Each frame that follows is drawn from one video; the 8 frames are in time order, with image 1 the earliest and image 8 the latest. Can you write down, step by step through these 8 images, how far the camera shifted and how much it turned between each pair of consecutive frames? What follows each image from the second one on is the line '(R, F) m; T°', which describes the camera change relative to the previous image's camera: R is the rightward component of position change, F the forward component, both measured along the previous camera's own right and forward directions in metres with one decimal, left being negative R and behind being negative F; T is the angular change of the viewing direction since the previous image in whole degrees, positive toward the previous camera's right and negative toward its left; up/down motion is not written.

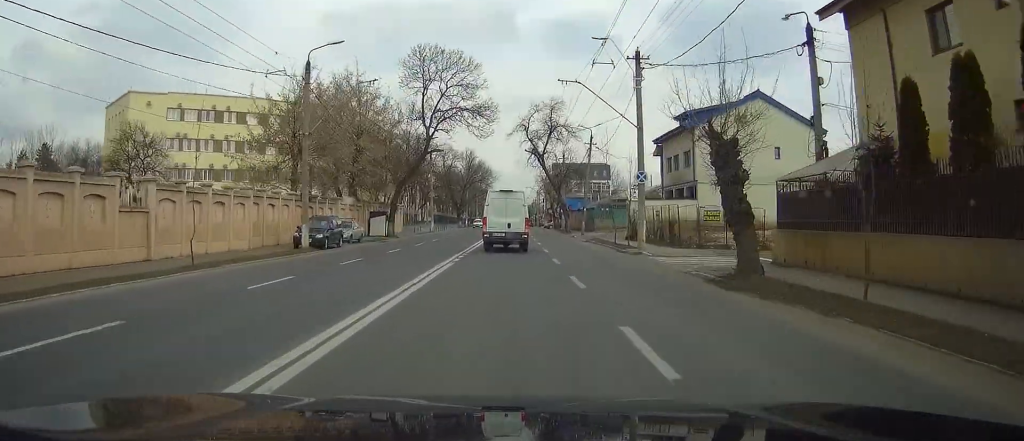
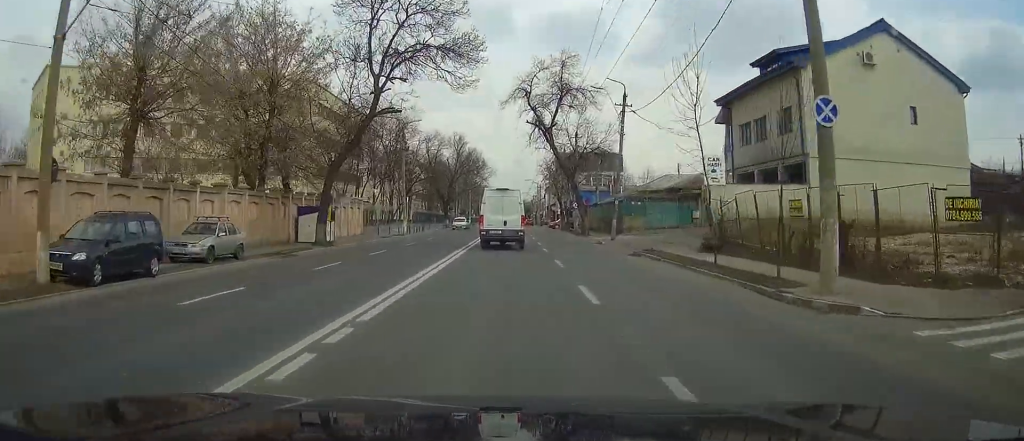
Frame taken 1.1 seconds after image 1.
(+0.1, +20.5) m; 0°
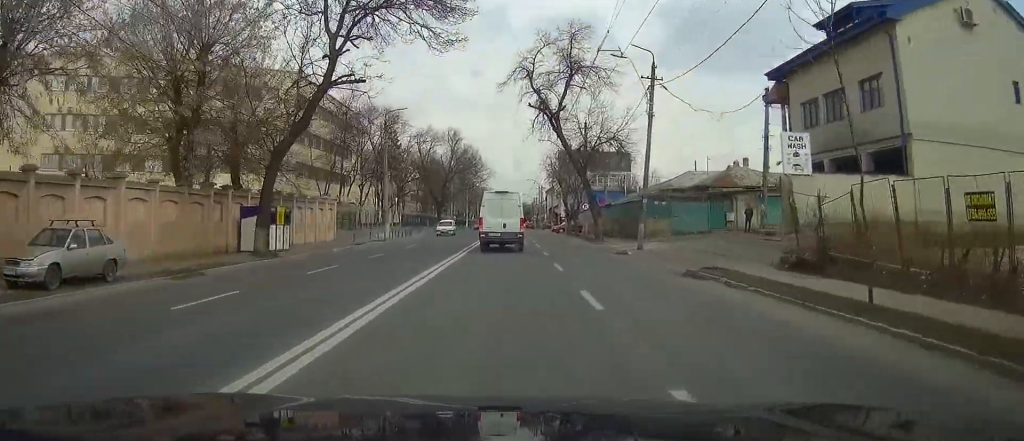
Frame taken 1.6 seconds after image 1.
(0.0, +9.1) m; 0°
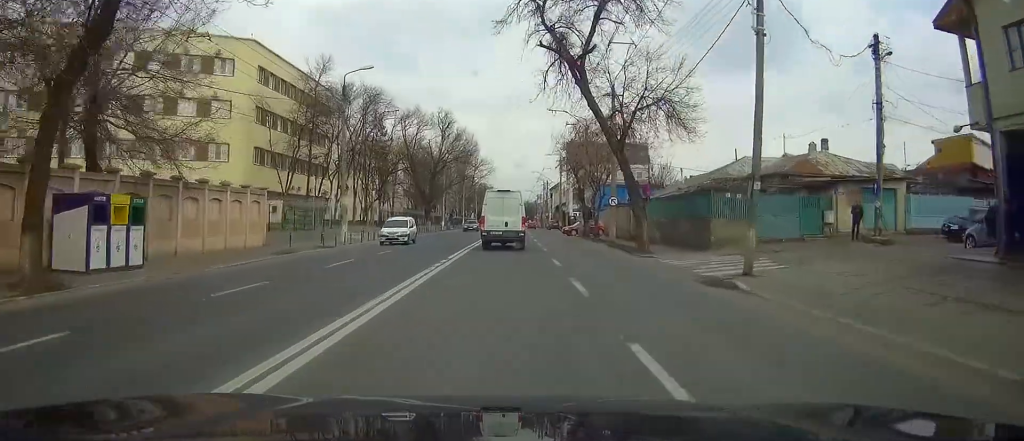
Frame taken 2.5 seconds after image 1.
(+0.1, +15.2) m; 0°
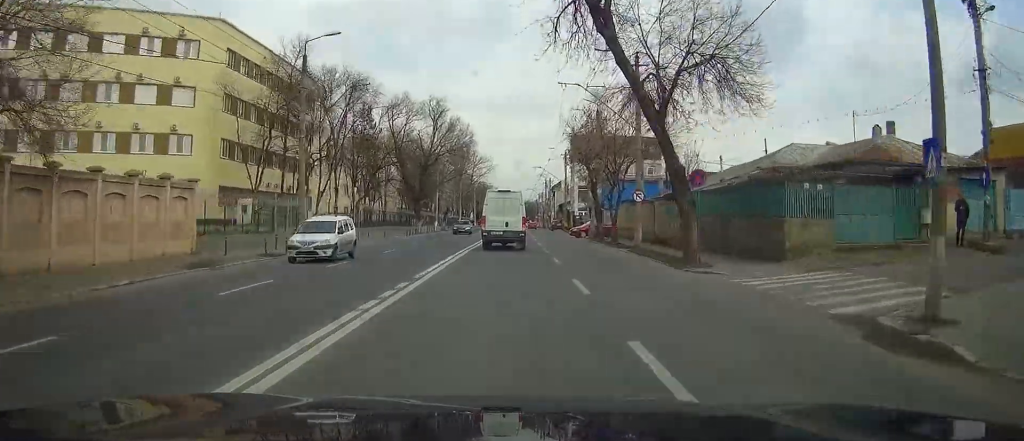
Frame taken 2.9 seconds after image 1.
(-0.1, +8.5) m; 0°
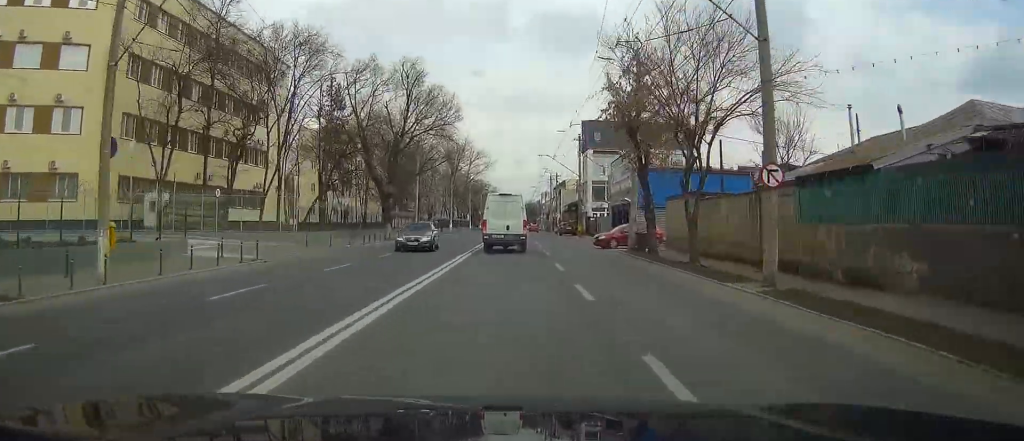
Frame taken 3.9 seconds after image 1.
(-0.1, +17.9) m; 0°
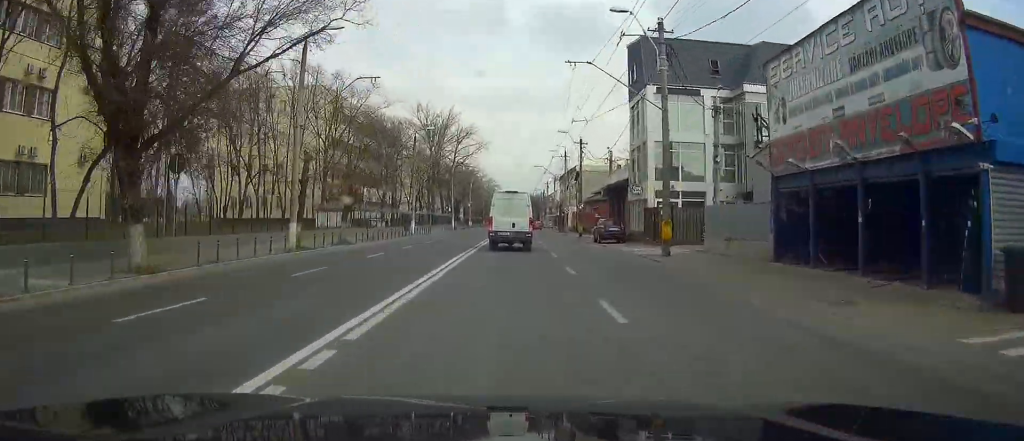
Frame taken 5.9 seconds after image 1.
(+0.1, +37.8) m; 0°
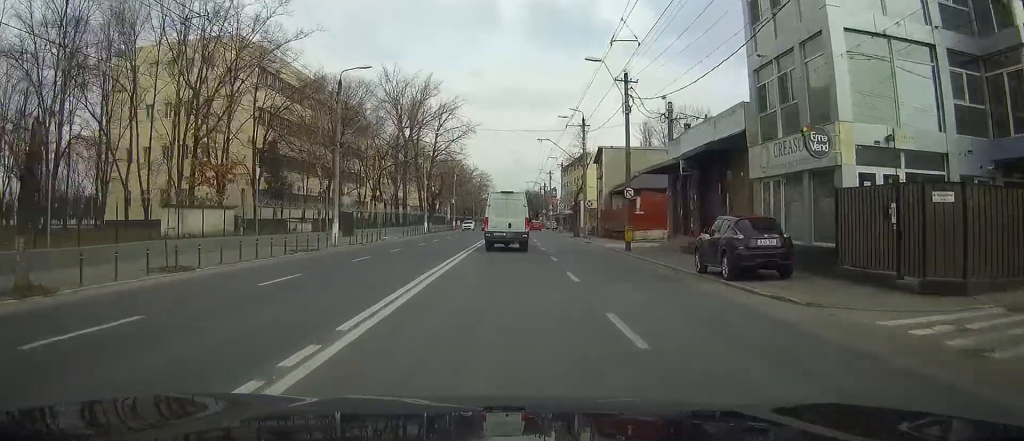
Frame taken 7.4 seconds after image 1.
(+0.2, +28.3) m; +1°
